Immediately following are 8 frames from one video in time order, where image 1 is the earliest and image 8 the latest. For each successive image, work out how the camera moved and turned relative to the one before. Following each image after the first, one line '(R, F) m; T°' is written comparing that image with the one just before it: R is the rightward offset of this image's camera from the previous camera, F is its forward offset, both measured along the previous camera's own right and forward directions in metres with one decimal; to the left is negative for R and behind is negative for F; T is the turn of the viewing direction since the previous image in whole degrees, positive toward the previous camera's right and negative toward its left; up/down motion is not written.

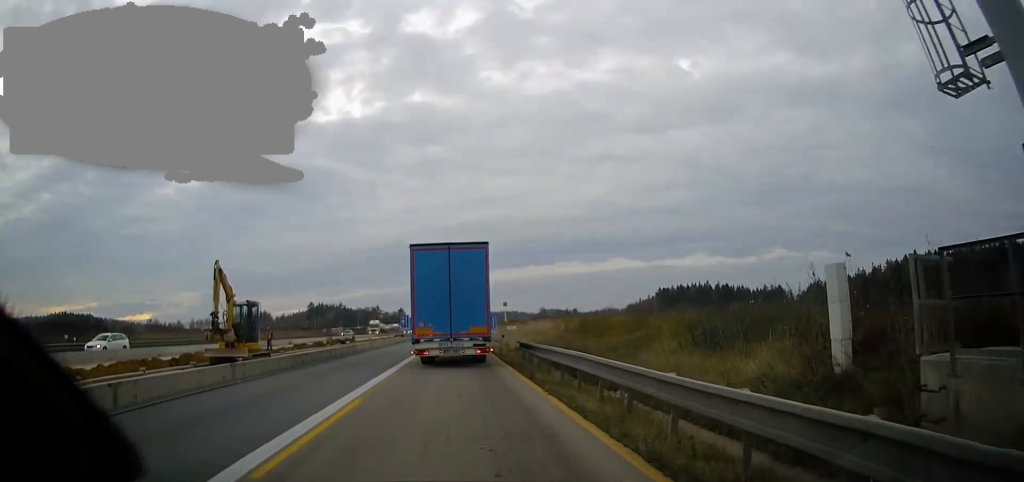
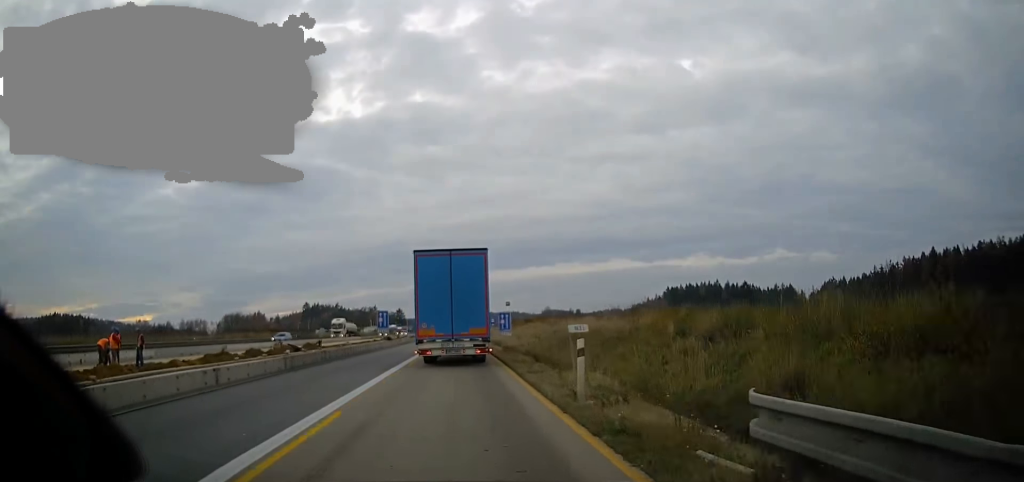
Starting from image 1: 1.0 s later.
(-0.1, +18.7) m; 0°
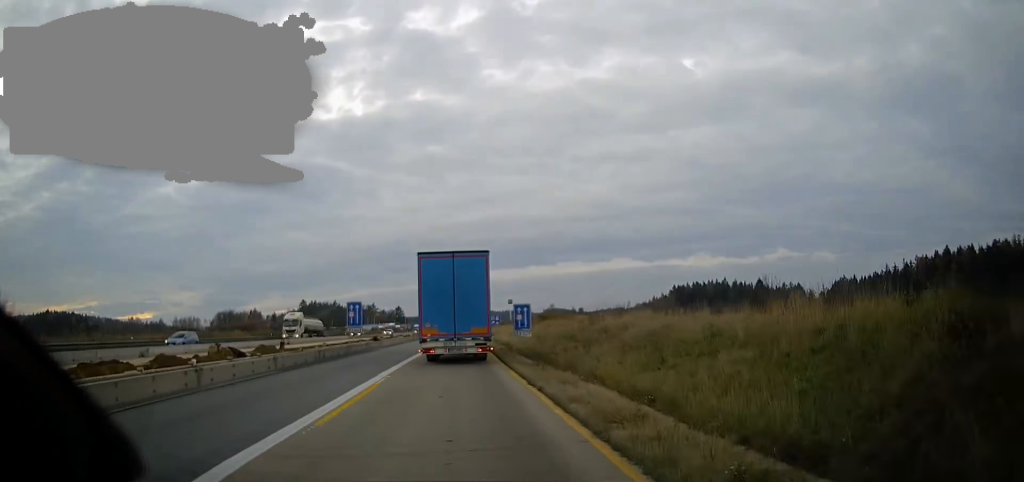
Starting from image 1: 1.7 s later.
(0.0, +12.7) m; 0°
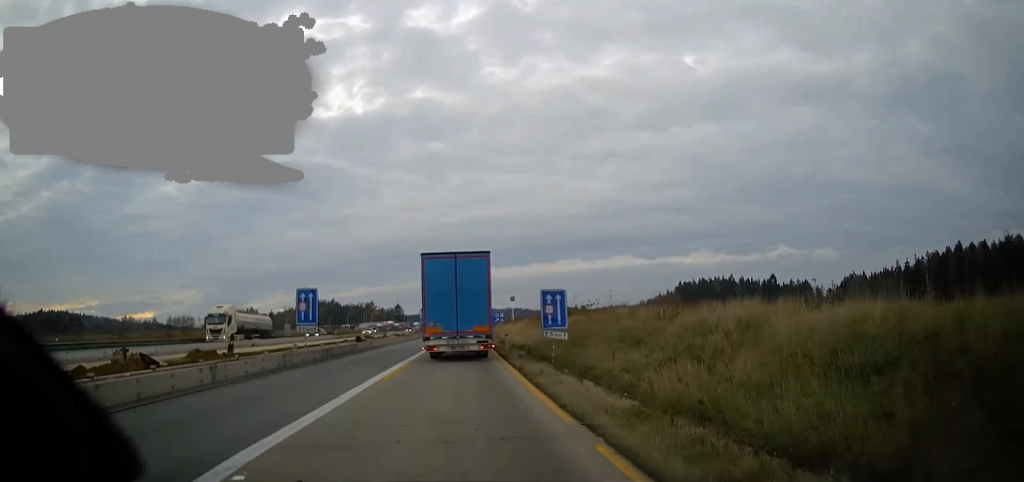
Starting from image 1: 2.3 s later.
(+0.1, +11.0) m; 0°
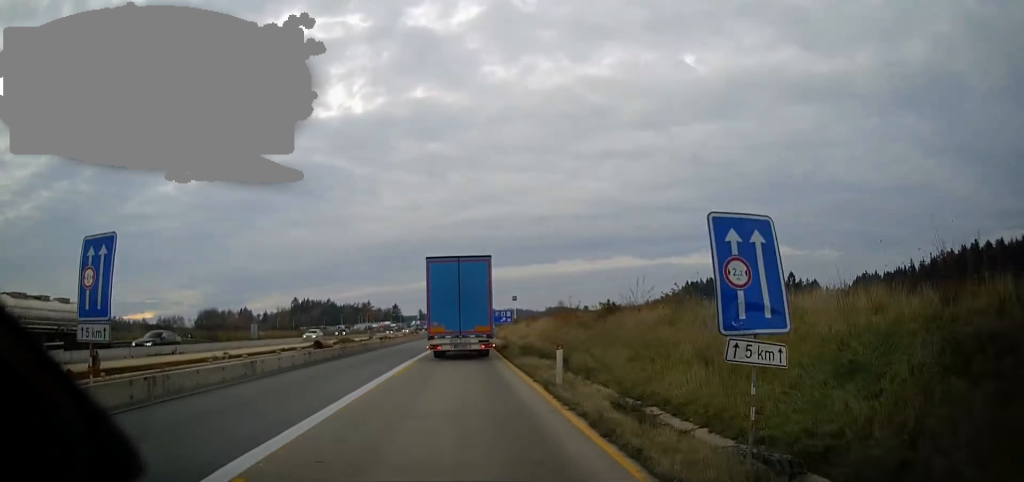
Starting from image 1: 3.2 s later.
(0.0, +15.3) m; 0°
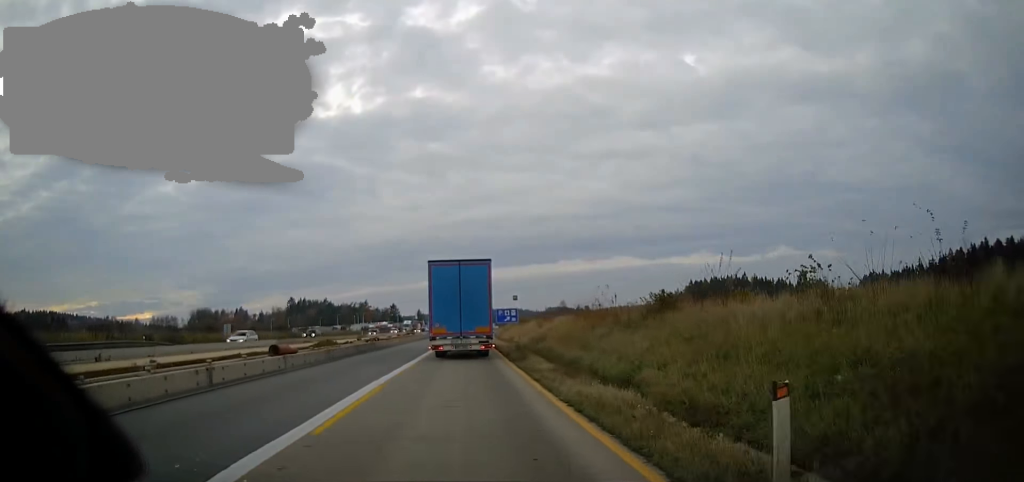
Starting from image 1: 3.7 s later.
(-0.1, +9.2) m; 0°
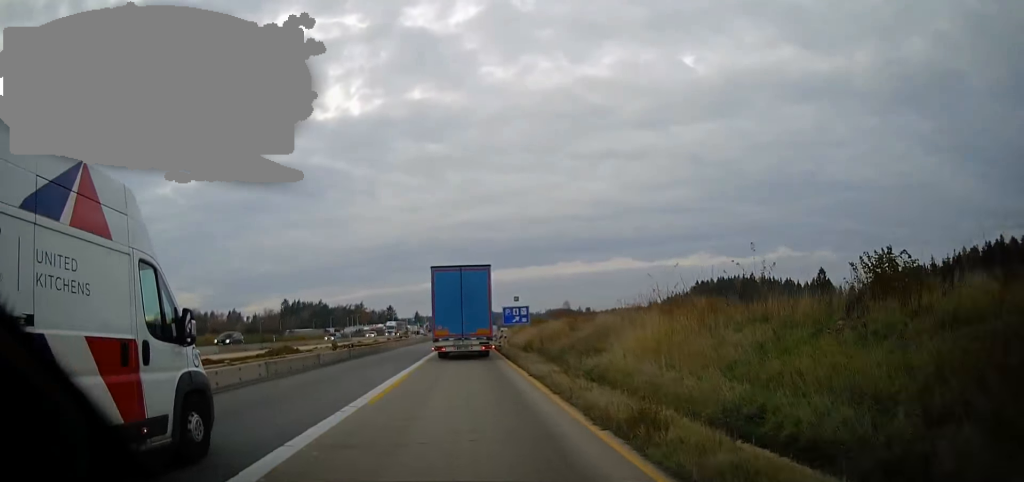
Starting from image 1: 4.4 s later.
(+0.1, +14.2) m; 0°
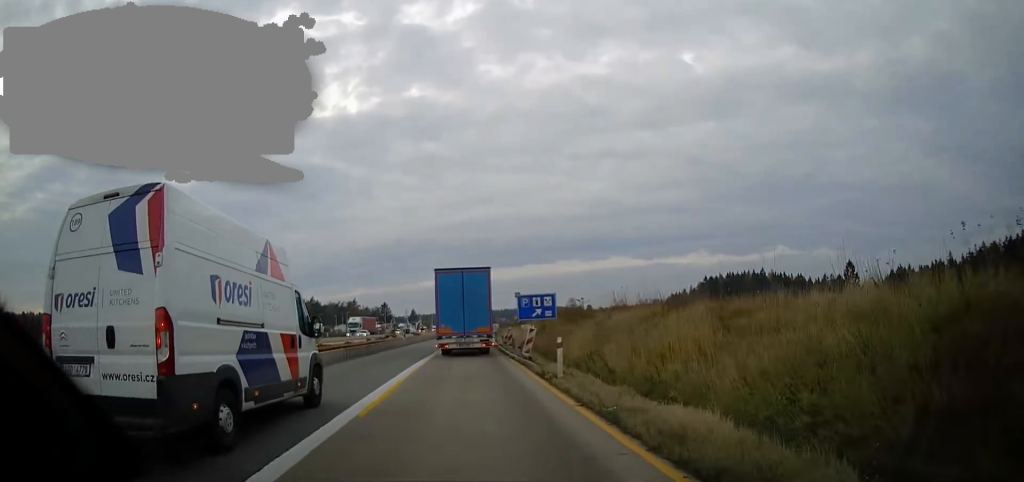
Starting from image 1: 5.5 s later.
(+0.1, +19.2) m; +1°
